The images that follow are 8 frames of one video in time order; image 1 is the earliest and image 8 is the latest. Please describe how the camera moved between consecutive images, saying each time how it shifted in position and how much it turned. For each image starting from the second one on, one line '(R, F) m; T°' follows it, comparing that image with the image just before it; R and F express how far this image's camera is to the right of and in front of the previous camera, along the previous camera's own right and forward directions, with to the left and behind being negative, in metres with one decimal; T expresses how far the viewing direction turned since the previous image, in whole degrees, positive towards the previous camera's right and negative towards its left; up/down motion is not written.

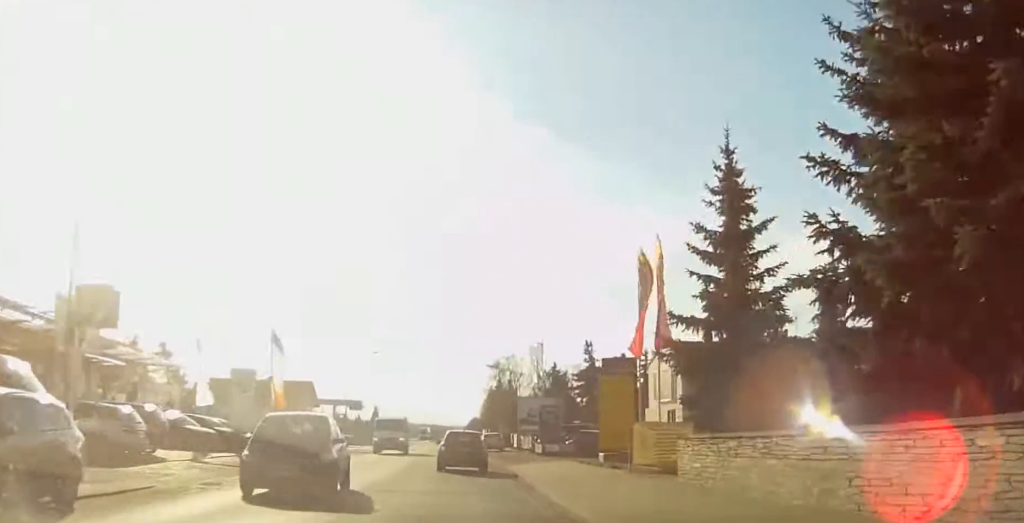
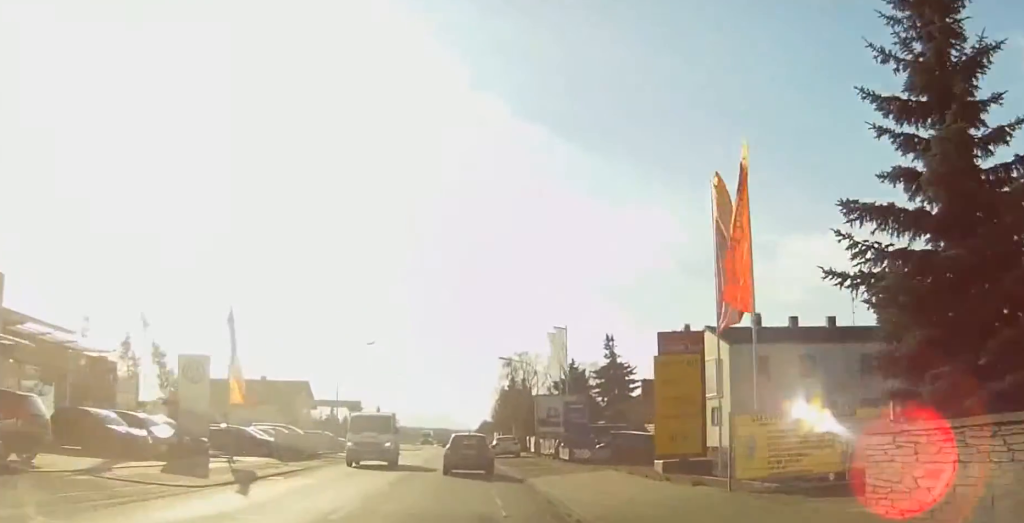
(+0.2, +9.3) m; 0°
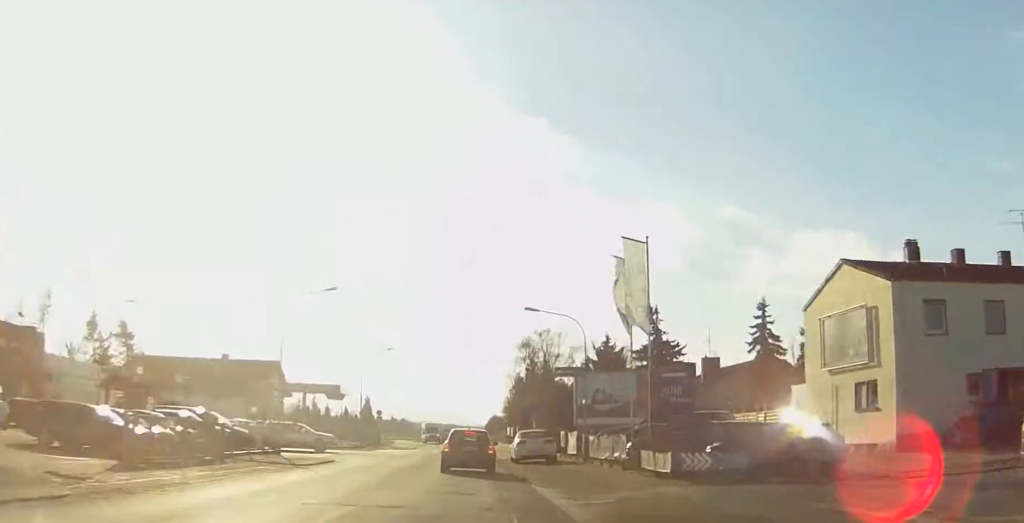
(-0.4, +19.0) m; +2°
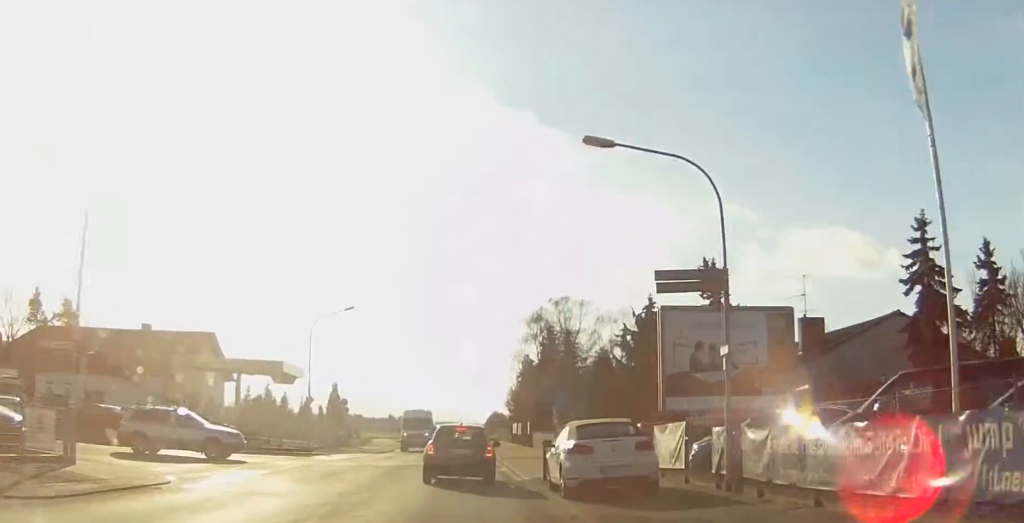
(+0.8, +22.3) m; +1°
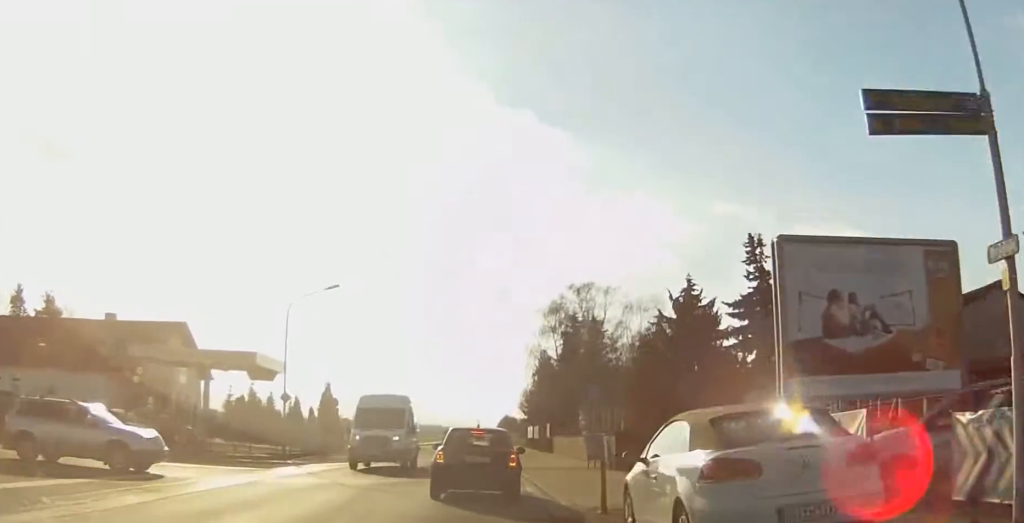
(-0.4, +10.1) m; 0°
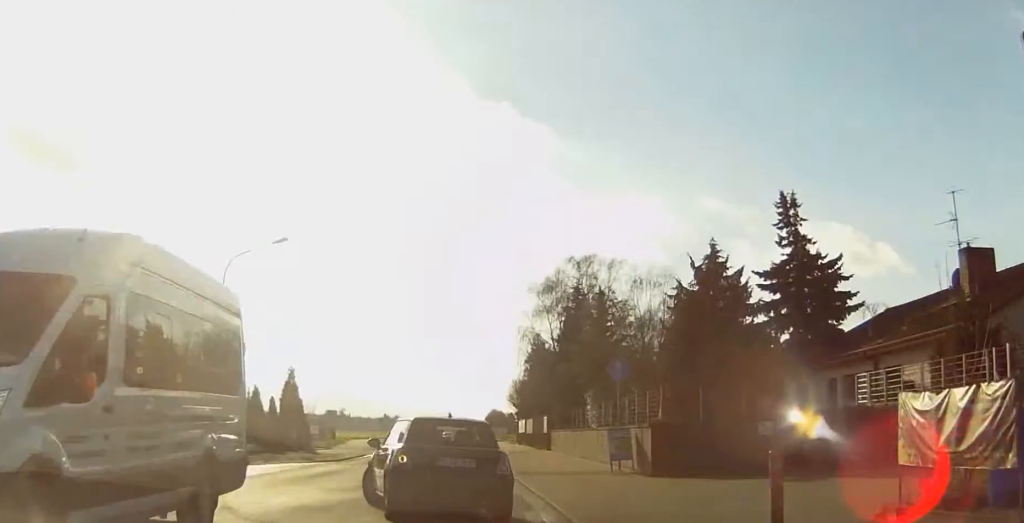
(+0.4, +8.8) m; -3°
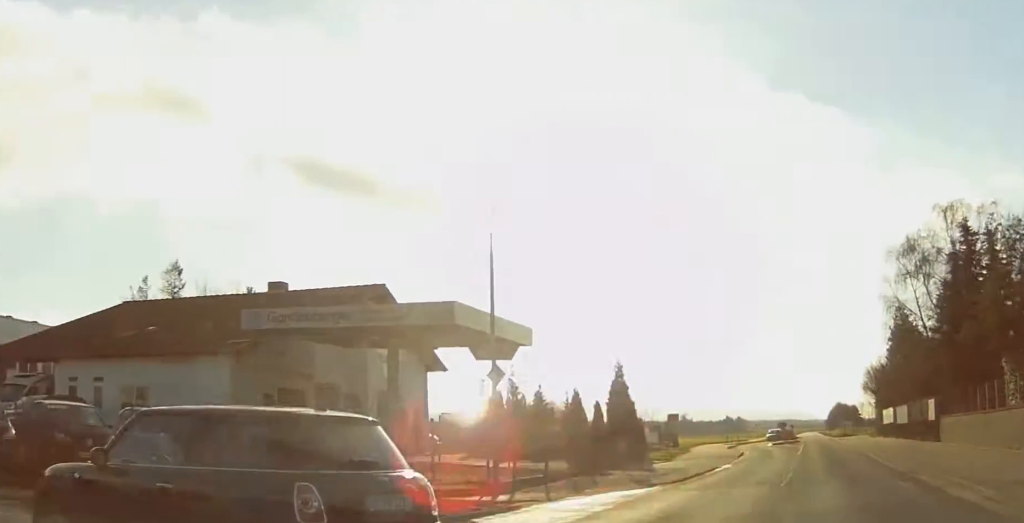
(-1.1, +12.9) m; -26°
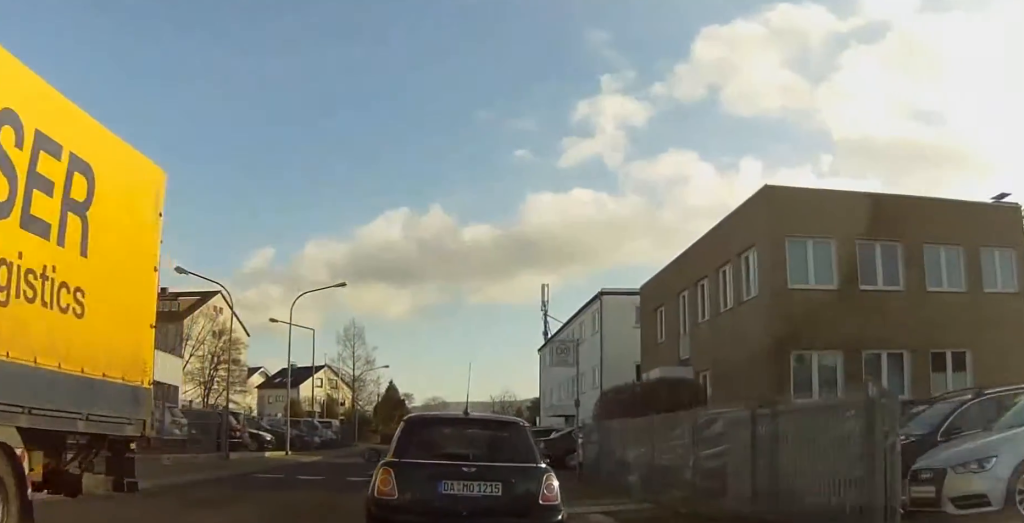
(-9.3, +12.8) m; -55°
